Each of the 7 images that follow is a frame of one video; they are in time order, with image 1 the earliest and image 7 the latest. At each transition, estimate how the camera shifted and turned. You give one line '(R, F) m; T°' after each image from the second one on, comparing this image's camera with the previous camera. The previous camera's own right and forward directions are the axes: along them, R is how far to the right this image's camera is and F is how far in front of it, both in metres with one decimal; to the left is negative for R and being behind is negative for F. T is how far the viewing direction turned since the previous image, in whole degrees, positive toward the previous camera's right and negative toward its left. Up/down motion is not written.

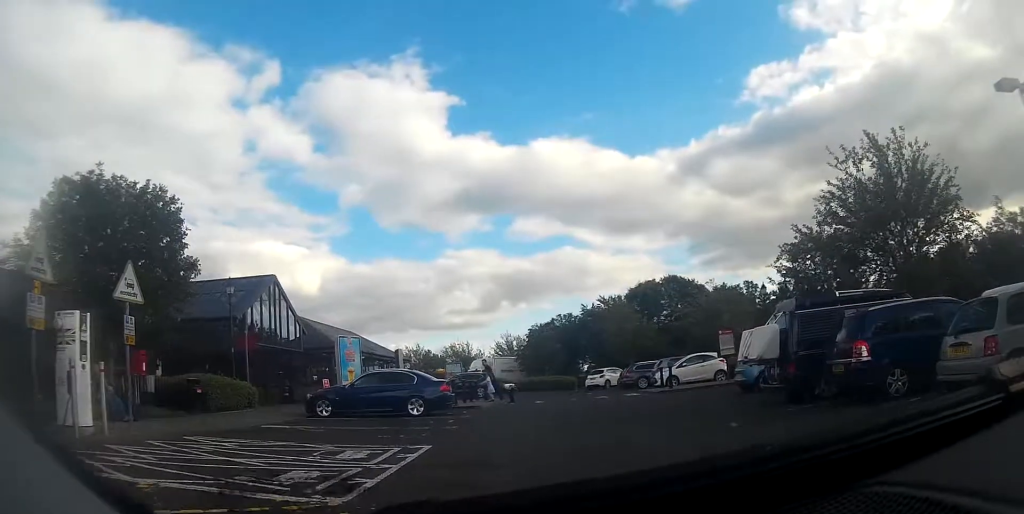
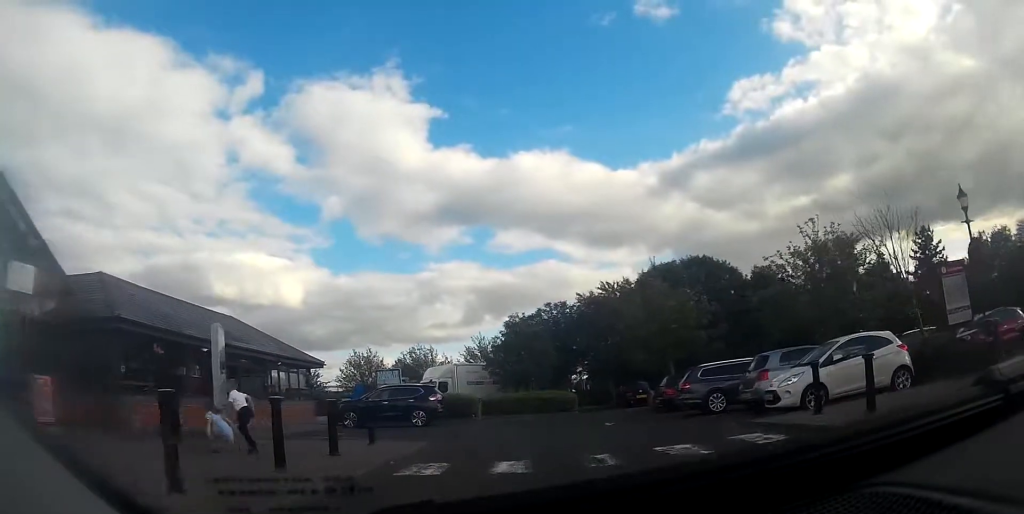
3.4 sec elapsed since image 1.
(0.0, +15.7) m; -2°
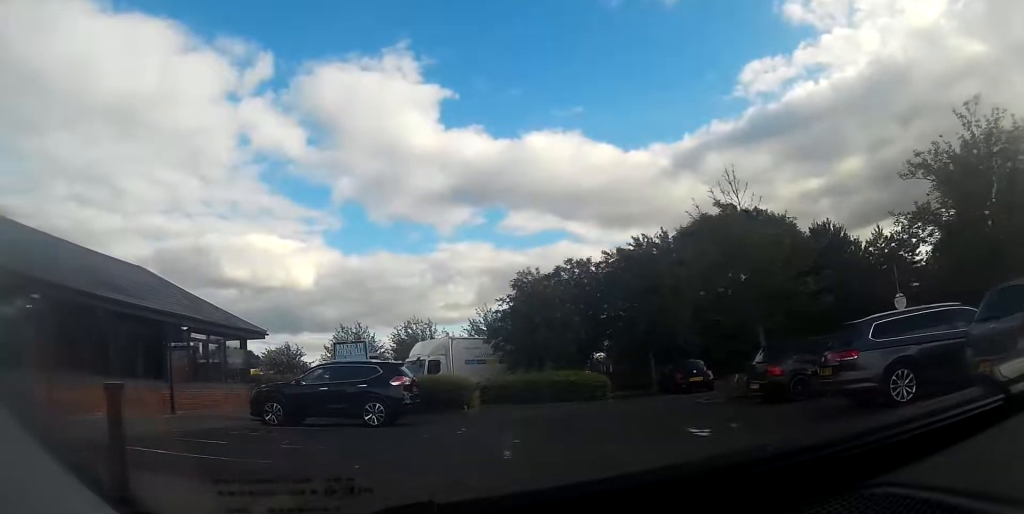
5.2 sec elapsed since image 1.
(-0.3, +9.0) m; -3°
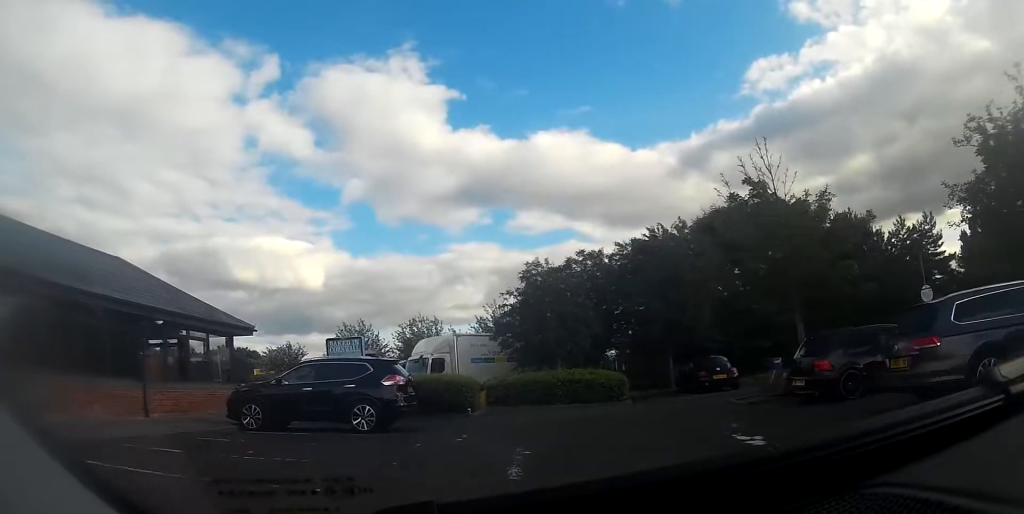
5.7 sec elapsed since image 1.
(0.0, +2.0) m; -1°
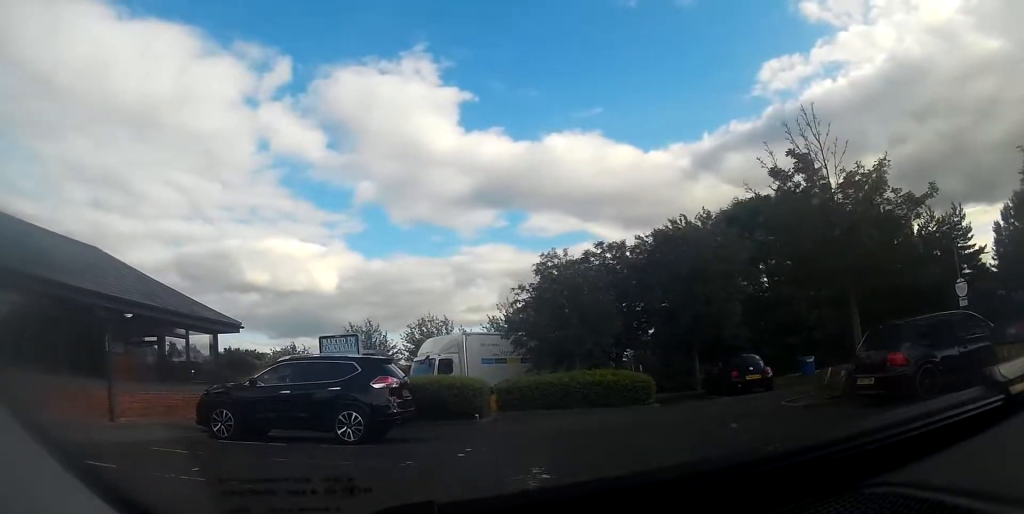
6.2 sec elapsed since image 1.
(0.0, +2.2) m; -1°
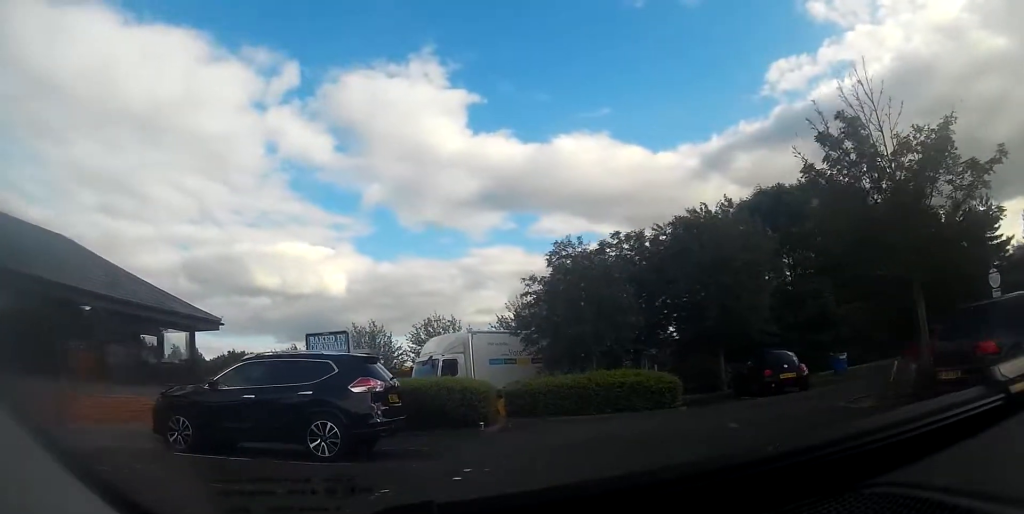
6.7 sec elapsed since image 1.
(0.0, +2.0) m; 0°
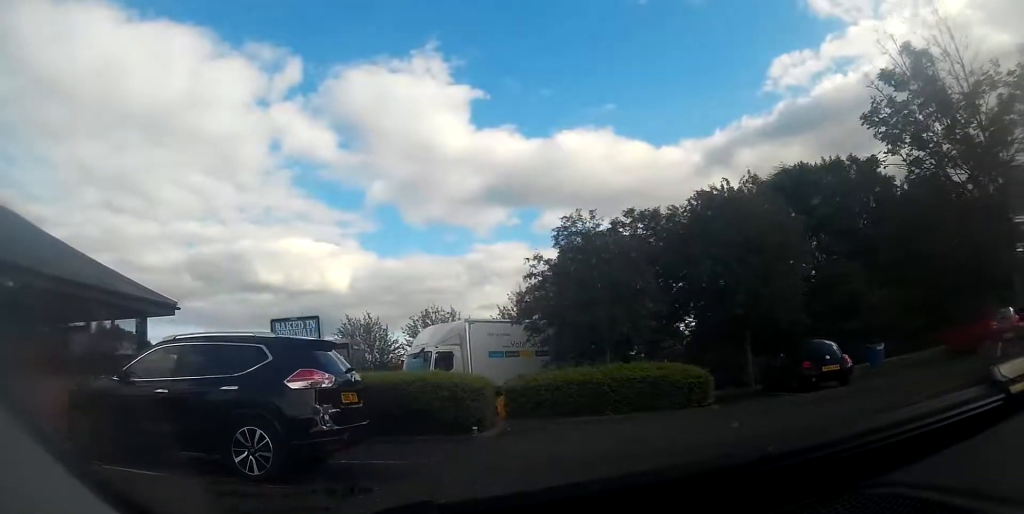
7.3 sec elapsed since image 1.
(0.0, +2.7) m; +1°
